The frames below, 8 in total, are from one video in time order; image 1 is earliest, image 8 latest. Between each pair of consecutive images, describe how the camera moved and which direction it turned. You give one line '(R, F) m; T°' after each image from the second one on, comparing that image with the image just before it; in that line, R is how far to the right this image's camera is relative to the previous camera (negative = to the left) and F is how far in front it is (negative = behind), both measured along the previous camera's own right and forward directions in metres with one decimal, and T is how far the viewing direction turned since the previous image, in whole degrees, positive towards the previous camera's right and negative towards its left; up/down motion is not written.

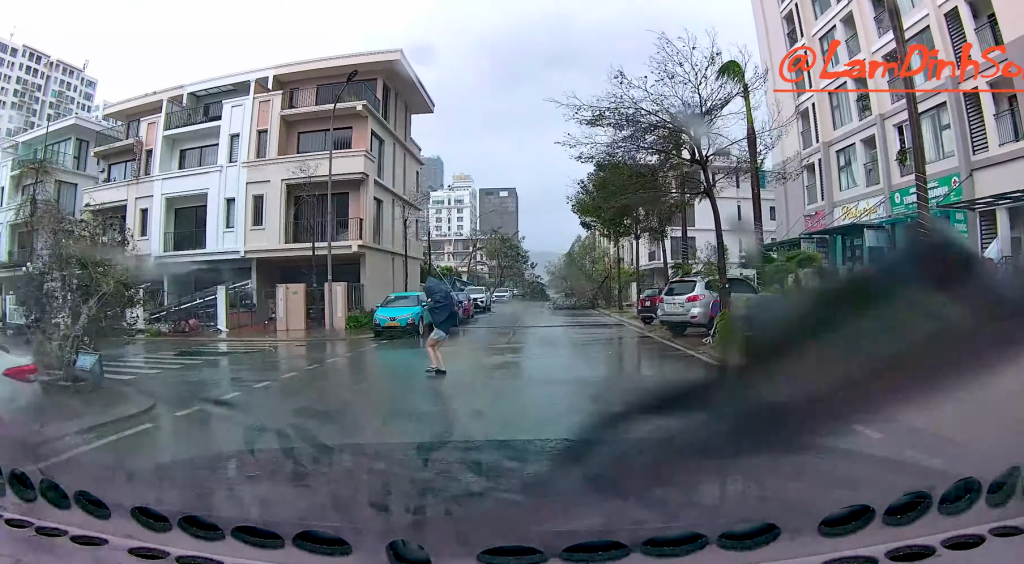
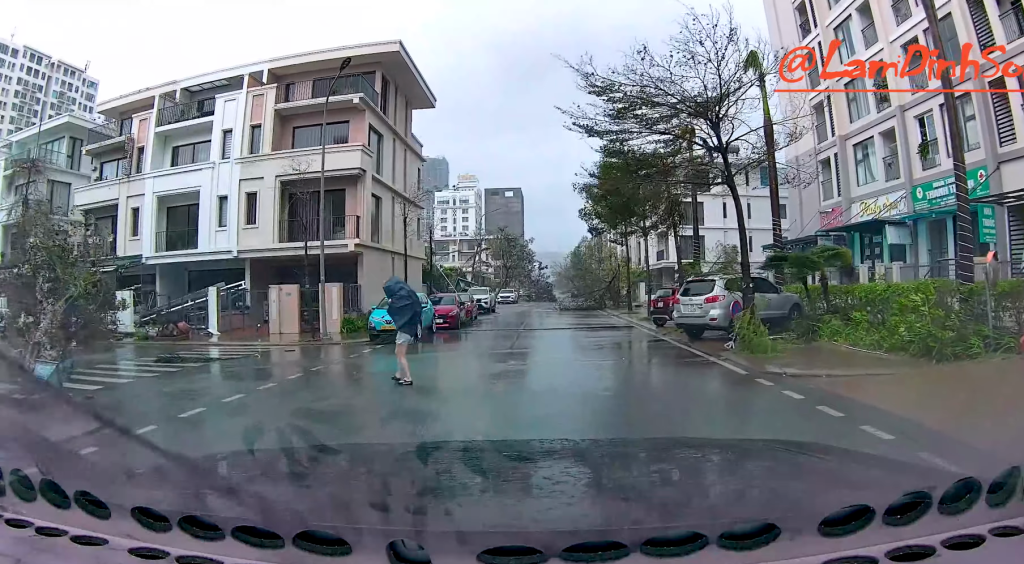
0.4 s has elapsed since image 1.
(0.0, +1.0) m; 0°
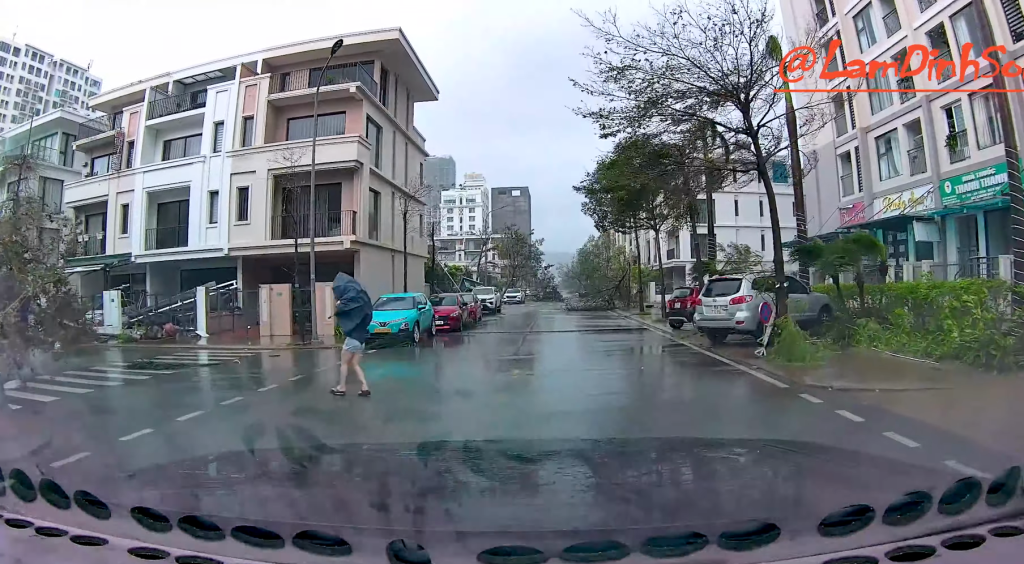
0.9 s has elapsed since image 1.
(0.0, +1.4) m; 0°
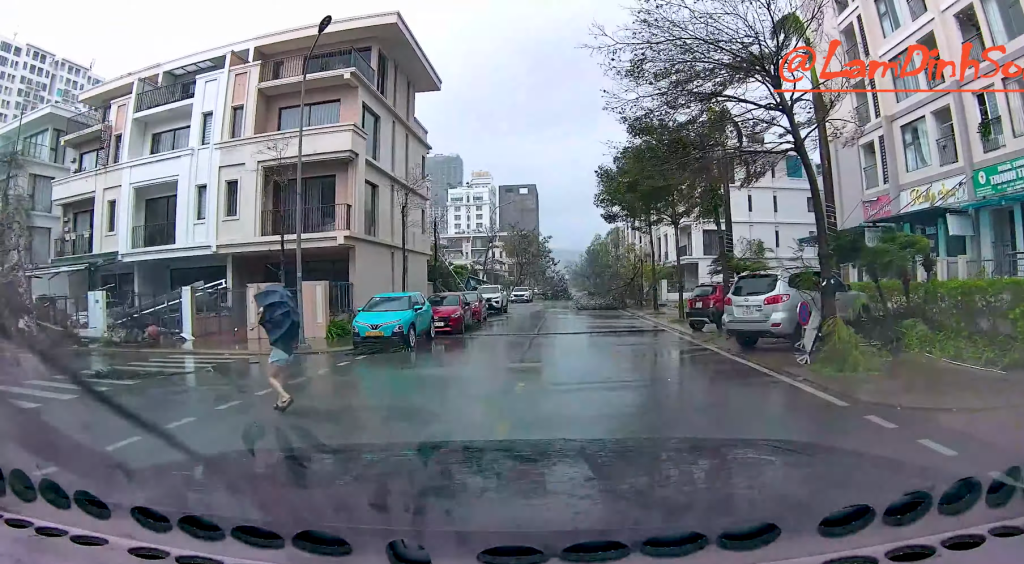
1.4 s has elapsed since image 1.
(0.0, +2.3) m; -1°
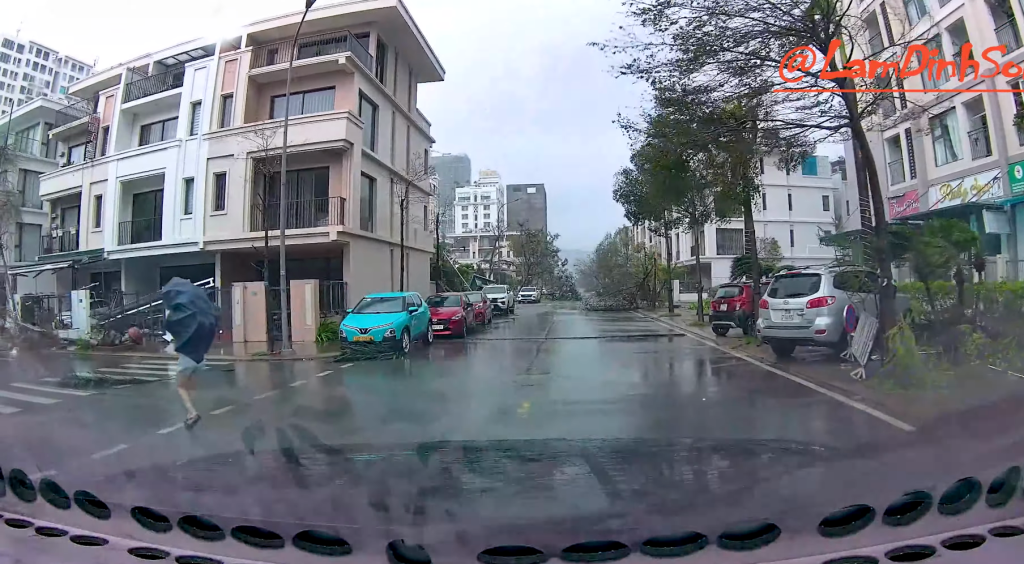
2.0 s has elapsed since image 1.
(0.0, +2.3) m; -1°
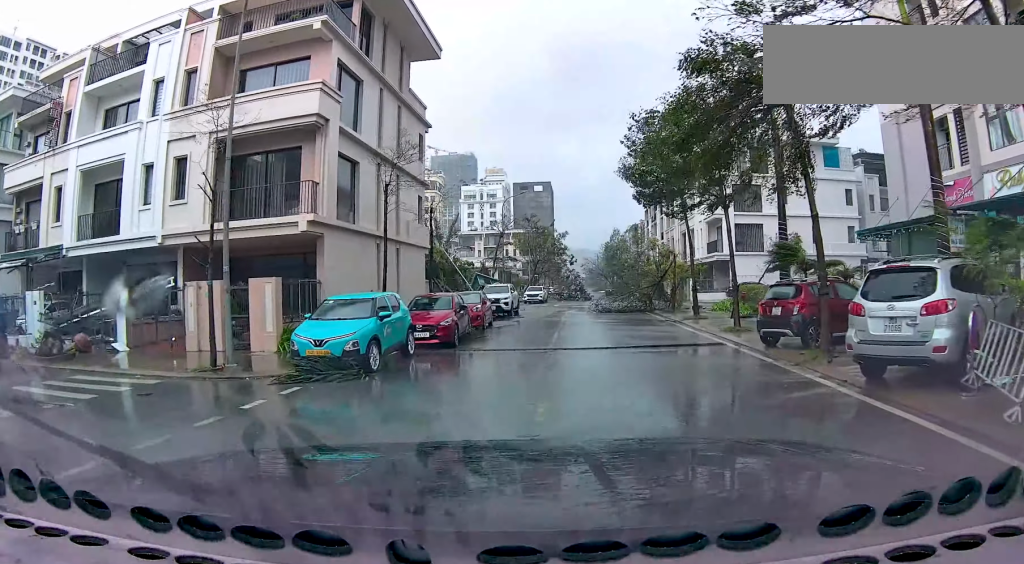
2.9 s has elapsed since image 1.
(-0.2, +5.0) m; -1°
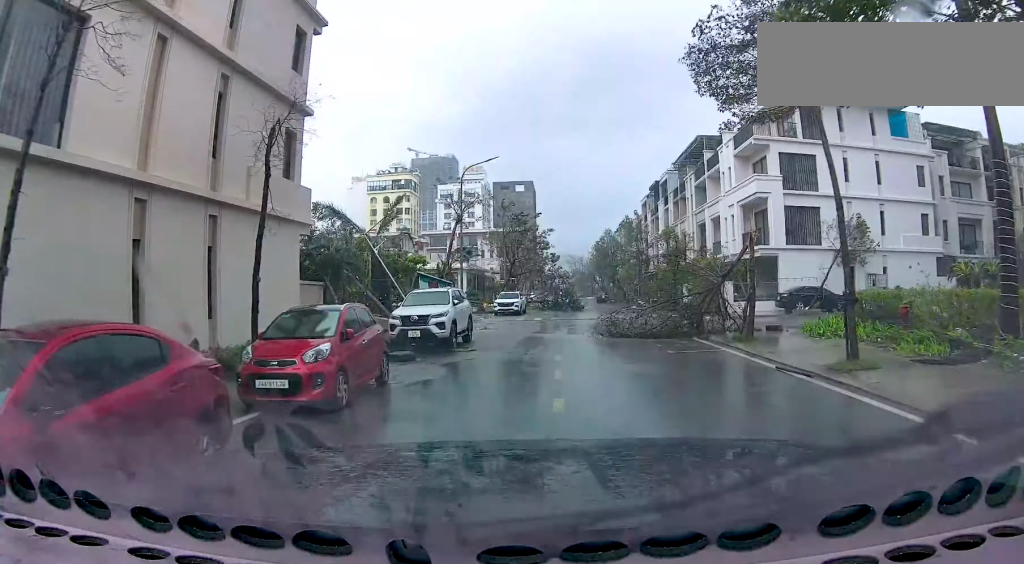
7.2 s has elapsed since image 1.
(+0.3, +18.2) m; -4°
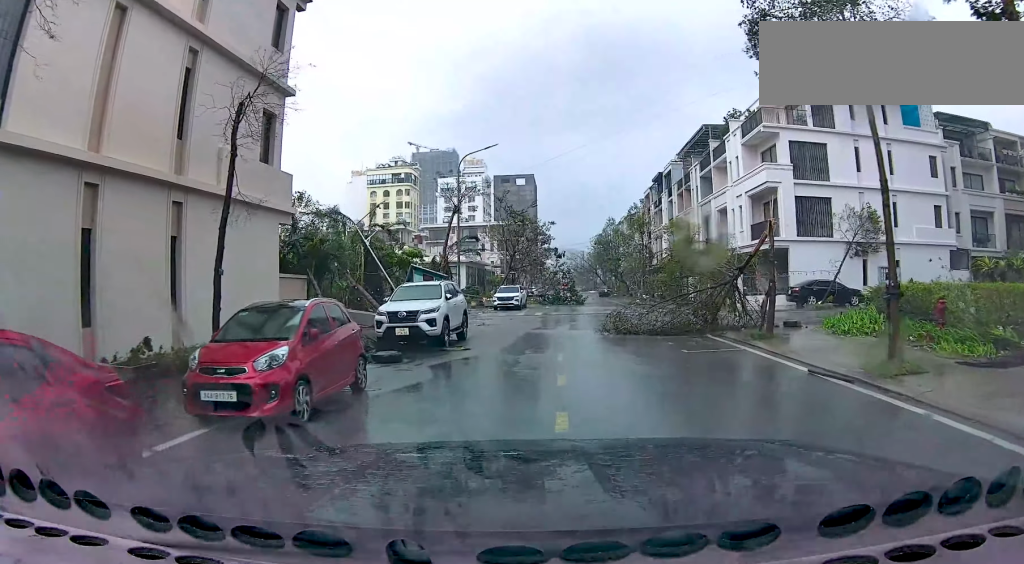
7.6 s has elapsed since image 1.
(-0.2, +1.5) m; -2°
